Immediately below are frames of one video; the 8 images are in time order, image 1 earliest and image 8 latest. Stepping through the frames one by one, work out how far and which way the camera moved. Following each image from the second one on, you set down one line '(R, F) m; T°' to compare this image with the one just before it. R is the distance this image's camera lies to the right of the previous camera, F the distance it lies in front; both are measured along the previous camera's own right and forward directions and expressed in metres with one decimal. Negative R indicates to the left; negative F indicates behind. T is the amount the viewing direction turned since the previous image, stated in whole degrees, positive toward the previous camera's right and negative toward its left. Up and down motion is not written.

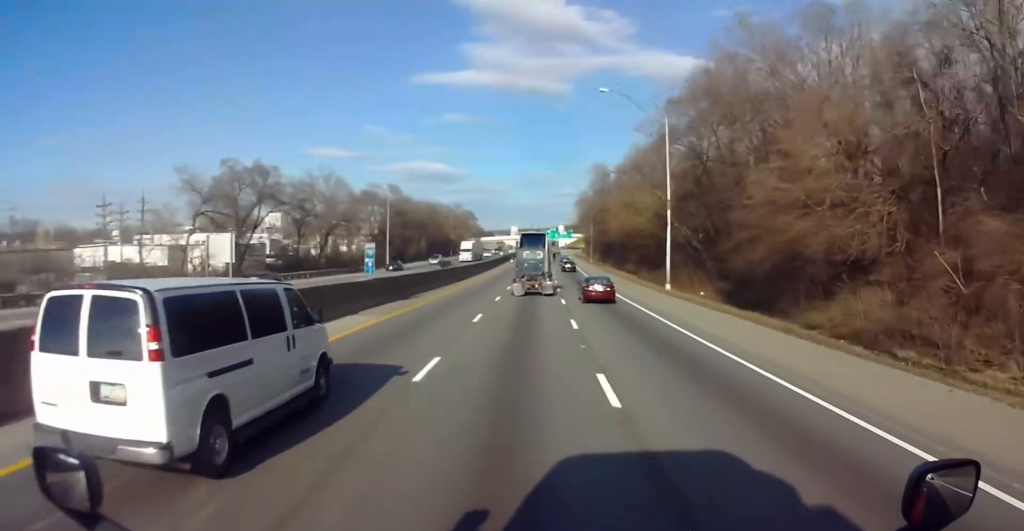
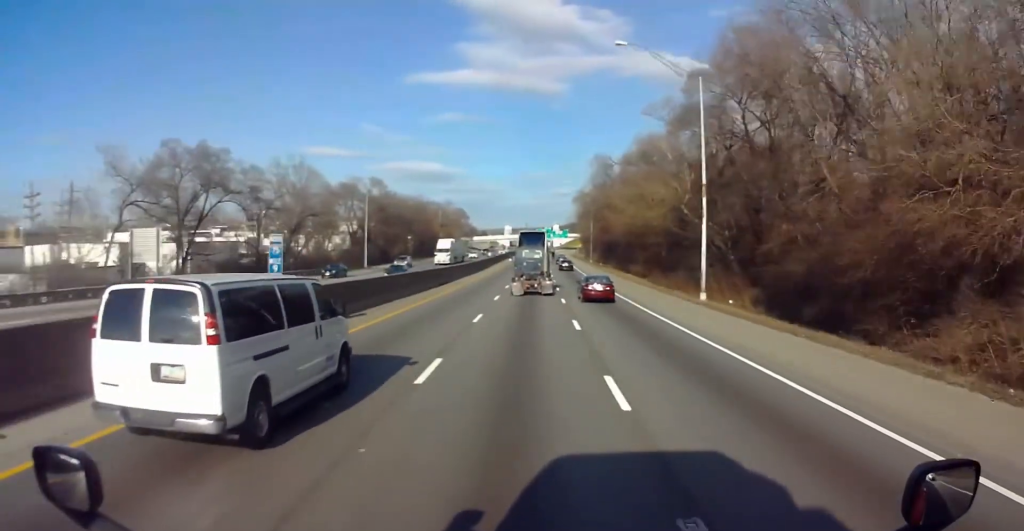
(+0.1, +12.5) m; 0°
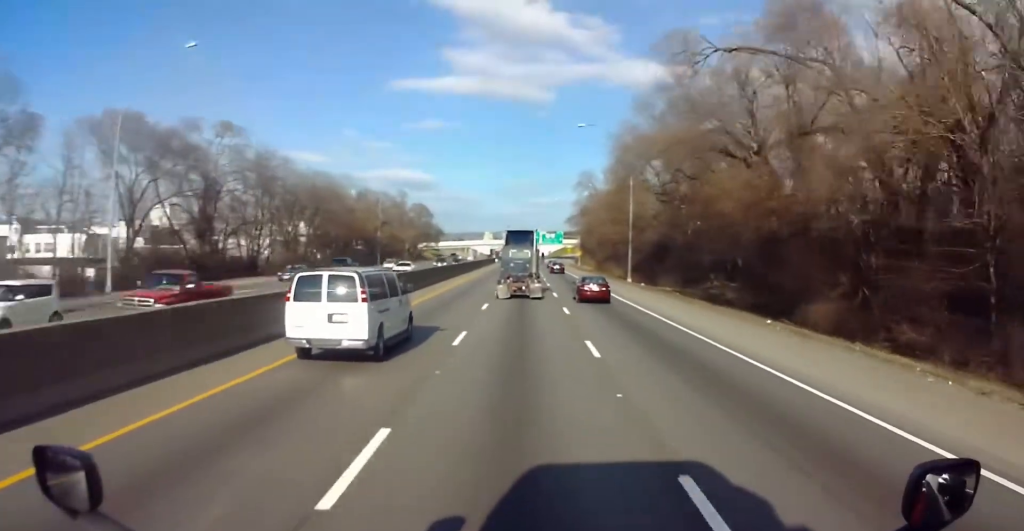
(0.0, +68.0) m; 0°
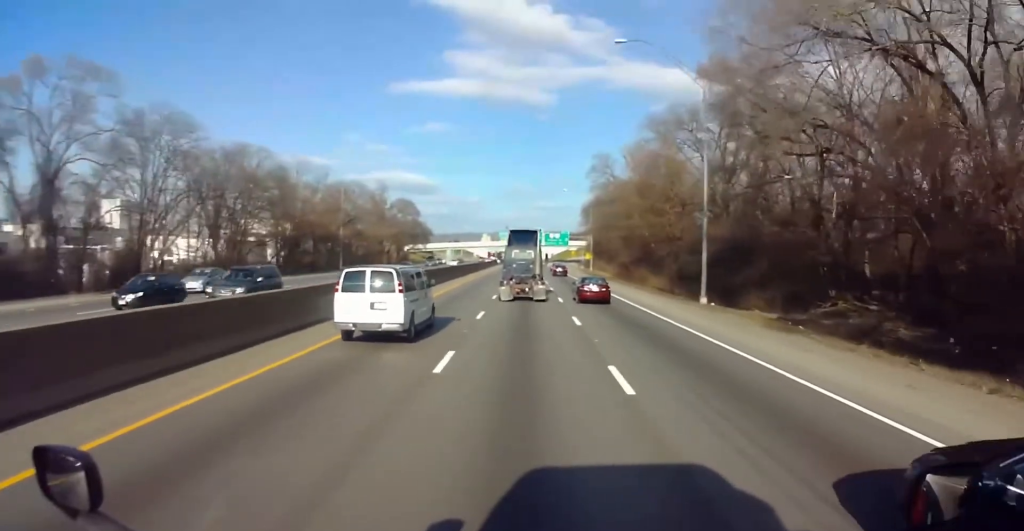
(0.0, +29.3) m; 0°
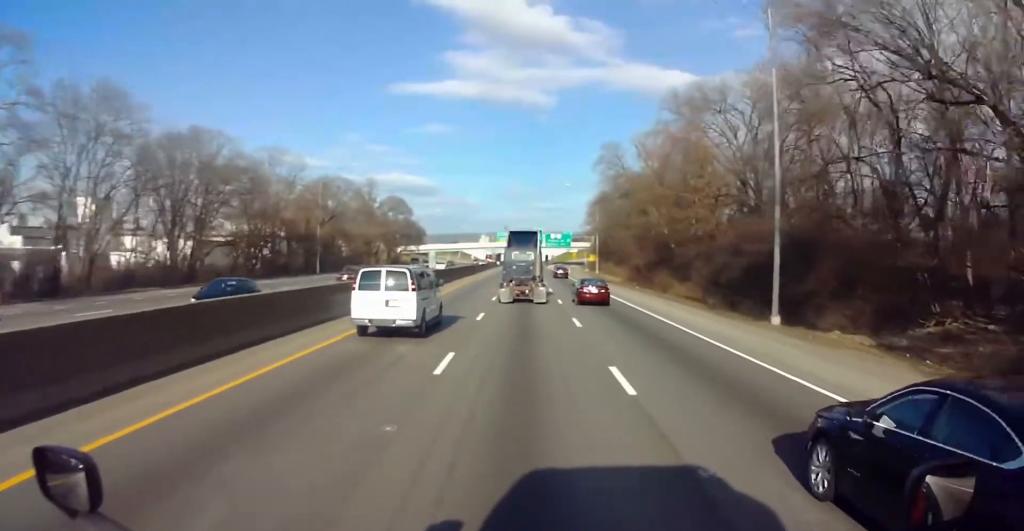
(0.0, +12.3) m; 0°
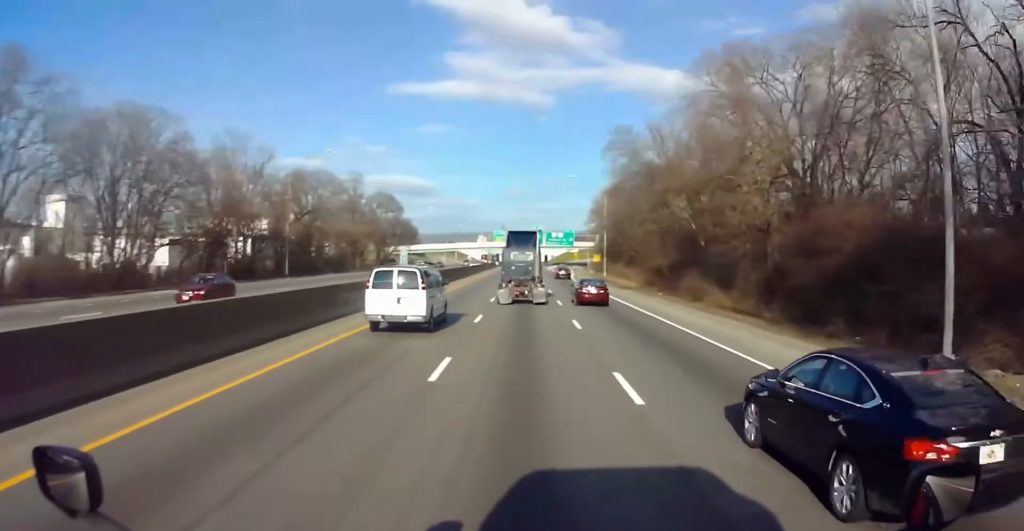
(0.0, +13.1) m; 0°
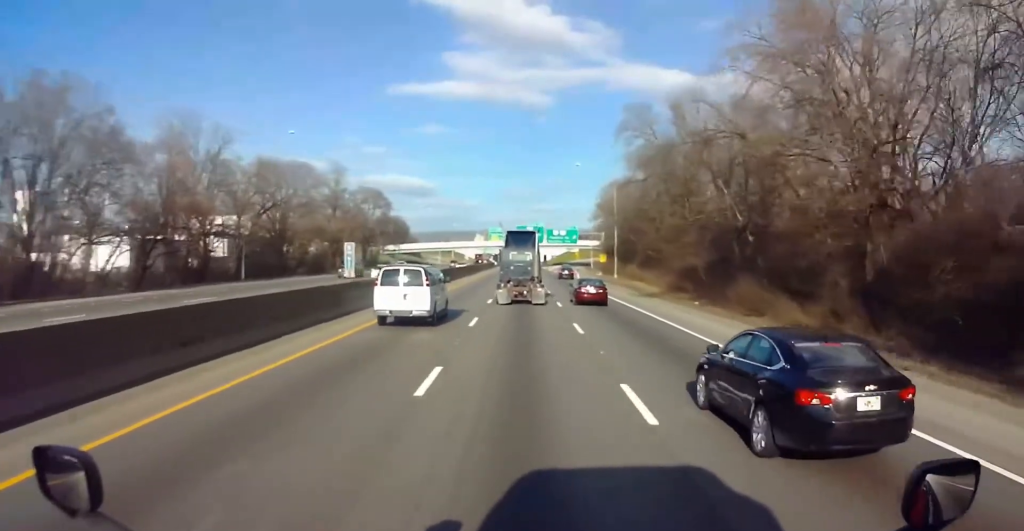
(0.0, +13.8) m; 0°
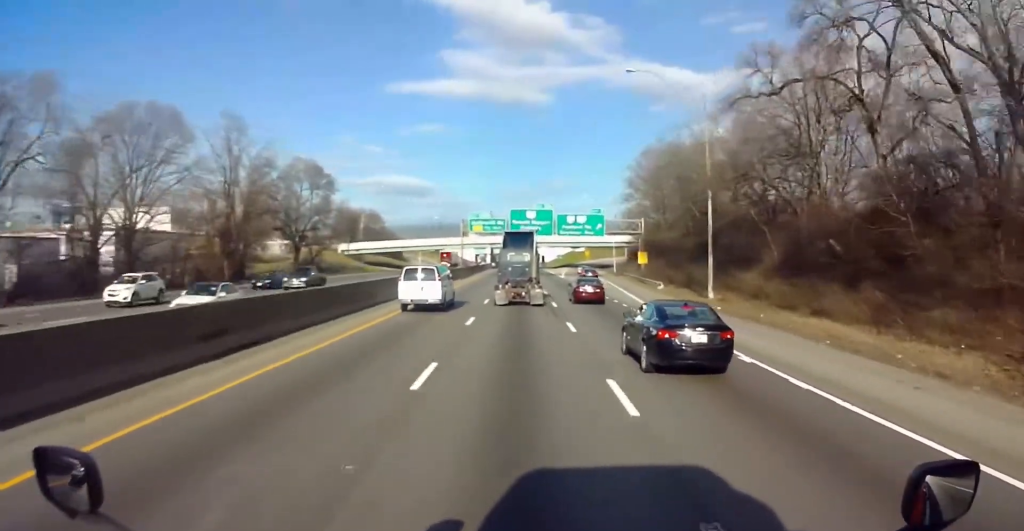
(-0.4, +48.1) m; 0°
